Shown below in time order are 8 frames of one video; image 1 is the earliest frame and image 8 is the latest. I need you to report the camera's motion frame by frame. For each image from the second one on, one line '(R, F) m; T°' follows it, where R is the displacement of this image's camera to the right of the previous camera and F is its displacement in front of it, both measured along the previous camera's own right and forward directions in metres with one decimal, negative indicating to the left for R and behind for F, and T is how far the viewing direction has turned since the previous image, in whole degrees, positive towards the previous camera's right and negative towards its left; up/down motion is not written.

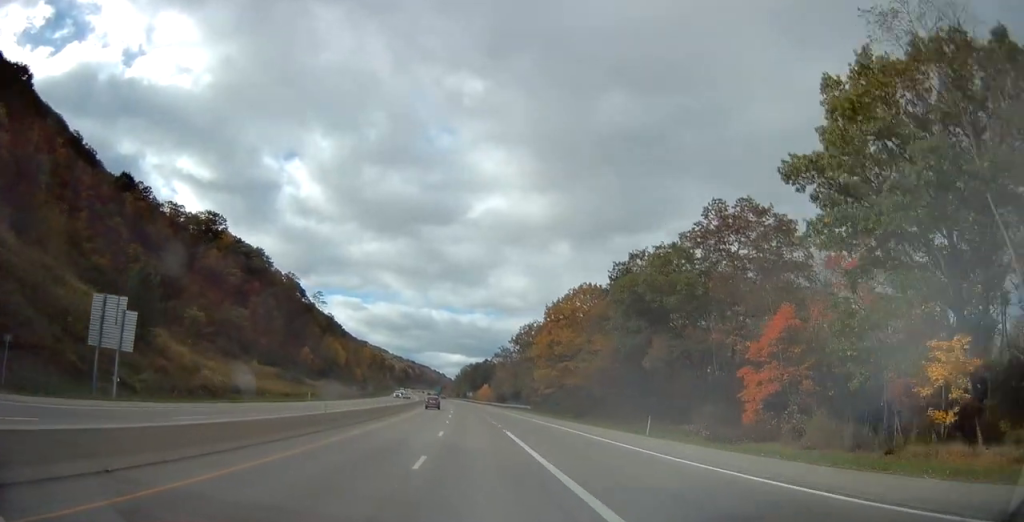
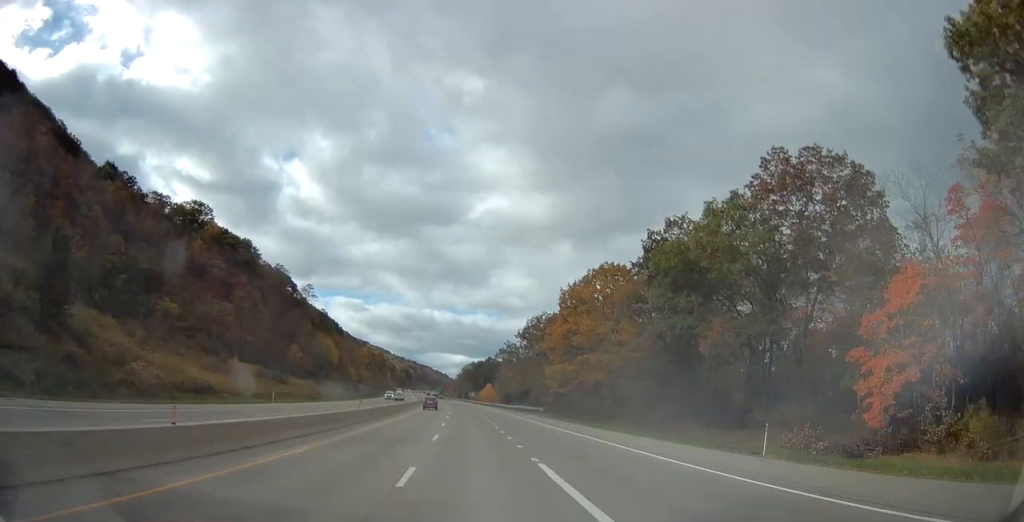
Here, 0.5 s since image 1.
(+0.1, +14.6) m; 0°
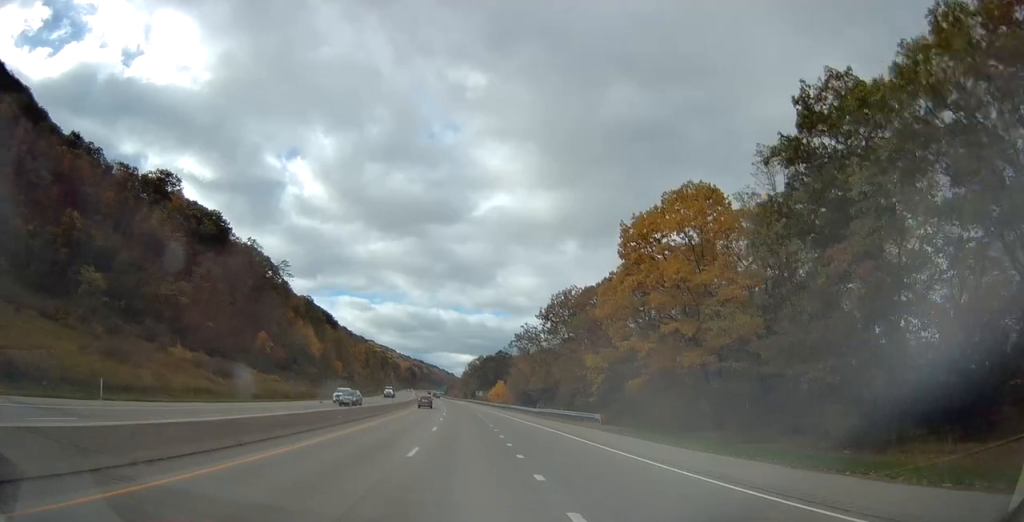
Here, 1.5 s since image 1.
(-0.2, +31.4) m; -1°
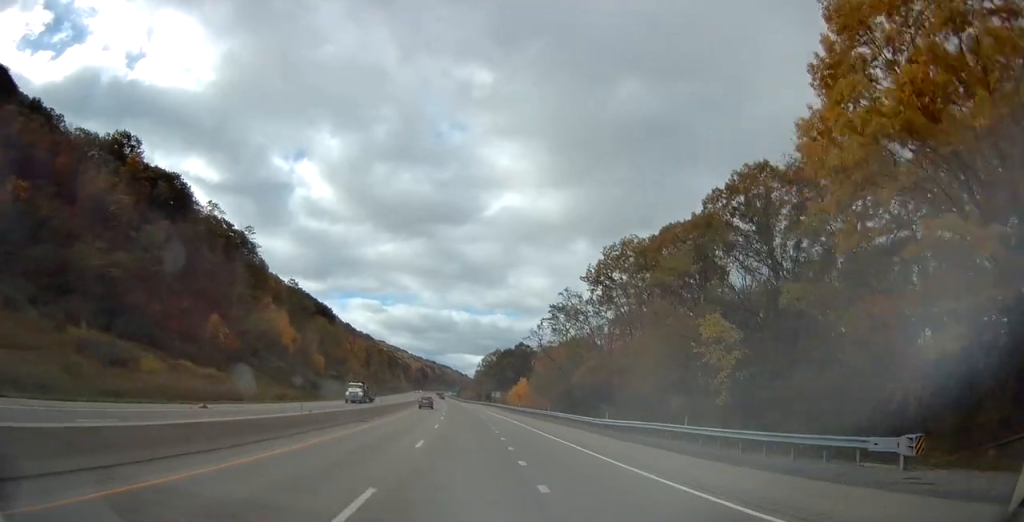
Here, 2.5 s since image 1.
(-0.3, +33.6) m; -1°
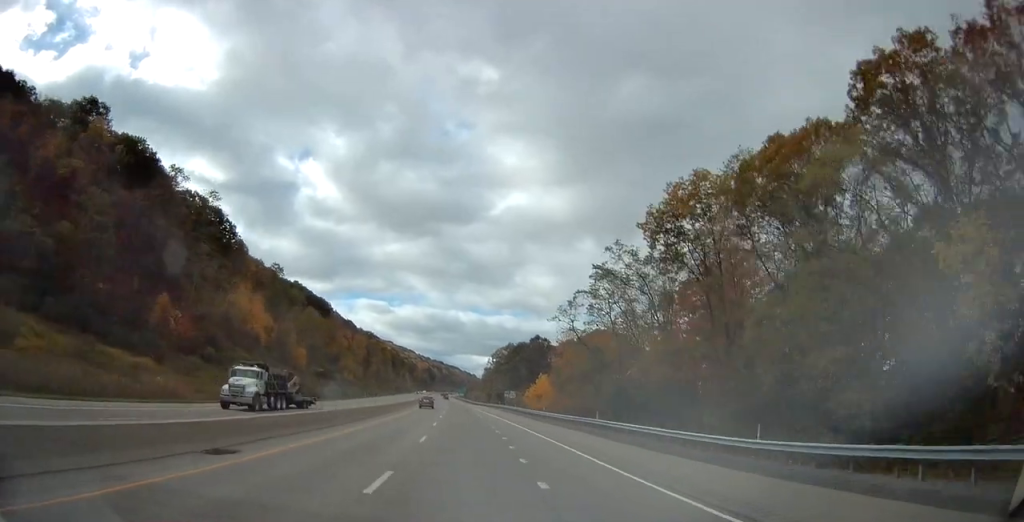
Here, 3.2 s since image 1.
(-0.2, +22.2) m; -1°
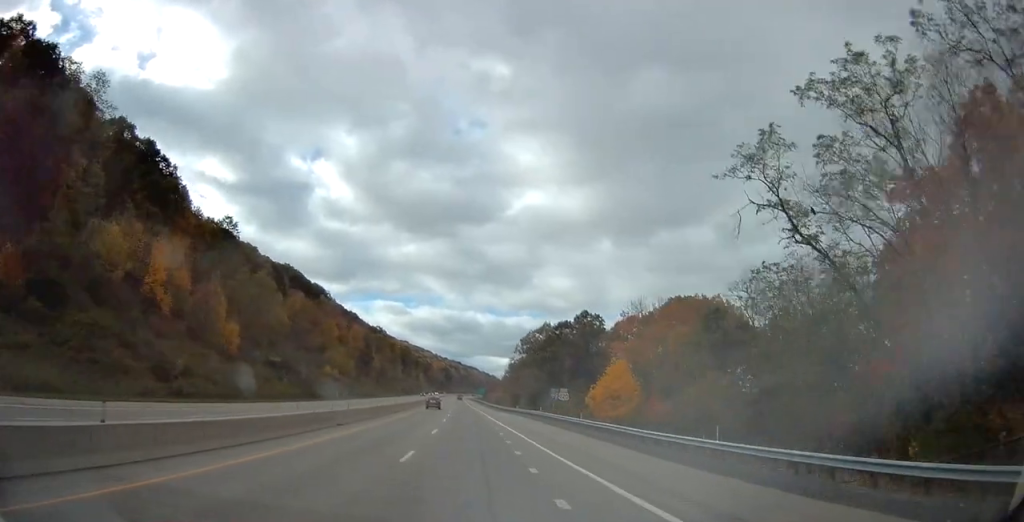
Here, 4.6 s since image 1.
(-0.7, +43.5) m; -1°
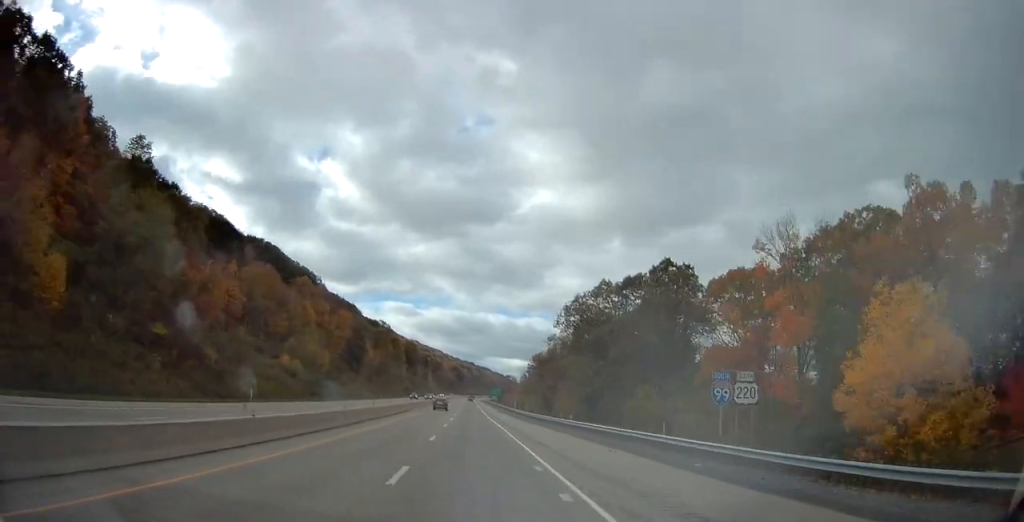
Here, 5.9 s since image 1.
(-0.2, +40.4) m; -1°
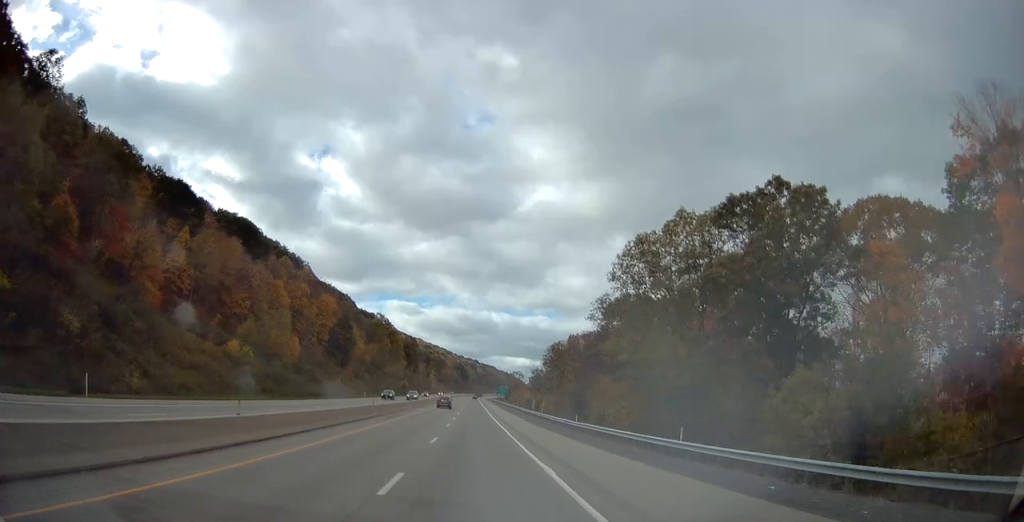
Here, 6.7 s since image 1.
(-0.4, +25.5) m; -1°
